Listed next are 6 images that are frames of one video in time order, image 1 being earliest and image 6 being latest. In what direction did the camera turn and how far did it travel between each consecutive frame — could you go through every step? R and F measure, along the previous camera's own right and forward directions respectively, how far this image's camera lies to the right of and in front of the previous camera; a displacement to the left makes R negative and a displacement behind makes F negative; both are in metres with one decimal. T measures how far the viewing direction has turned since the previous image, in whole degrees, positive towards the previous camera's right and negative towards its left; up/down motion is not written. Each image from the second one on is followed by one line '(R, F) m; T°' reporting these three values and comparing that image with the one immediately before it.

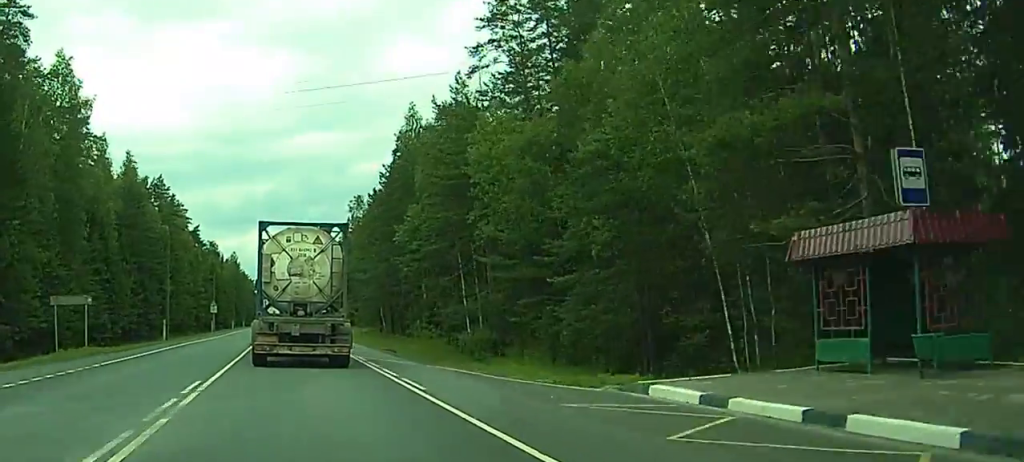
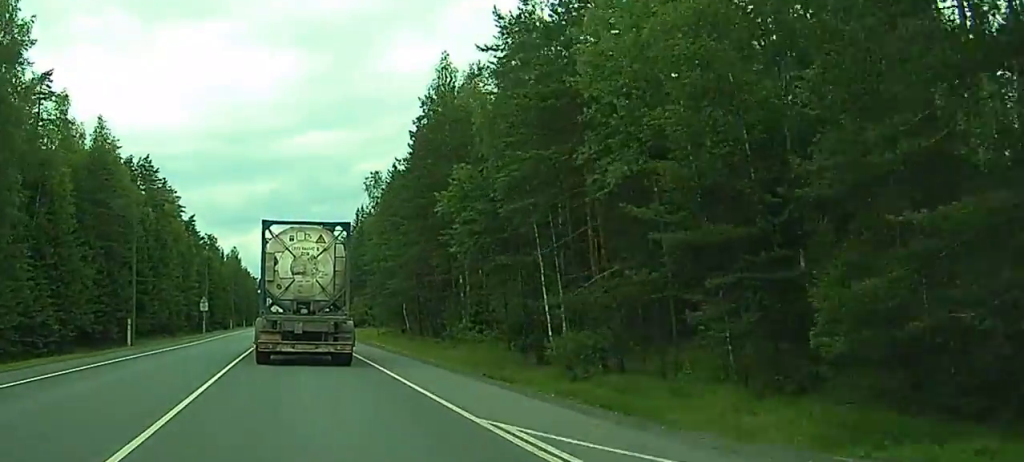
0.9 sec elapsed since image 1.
(+0.1, +20.5) m; 0°
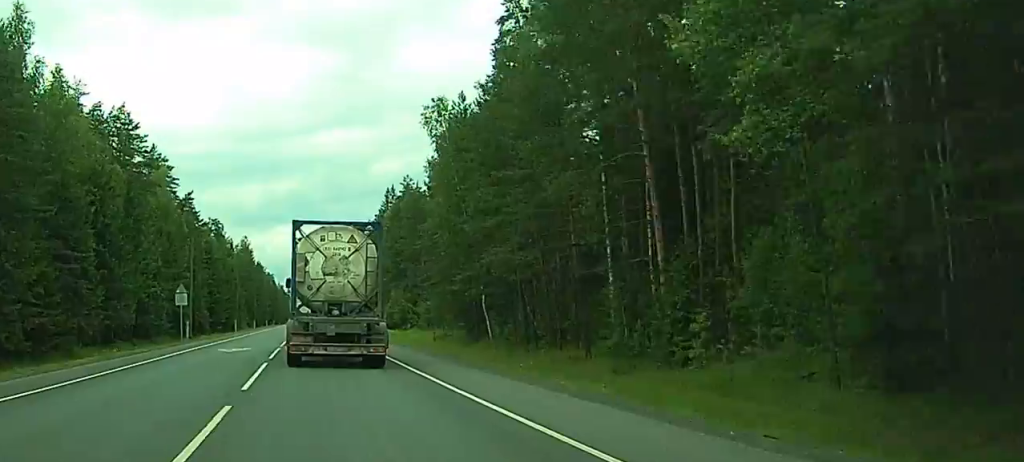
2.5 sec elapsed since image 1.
(-0.2, +35.6) m; -1°
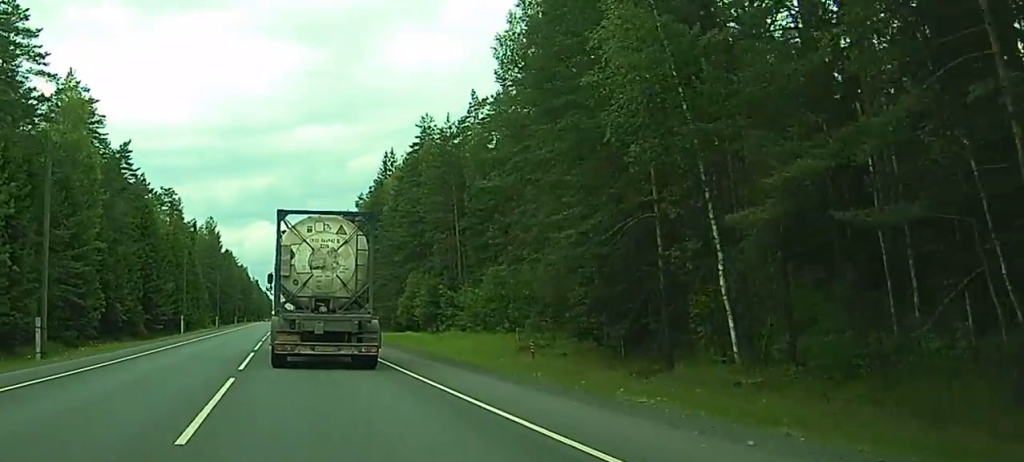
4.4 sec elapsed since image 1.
(-0.1, +42.4) m; 0°
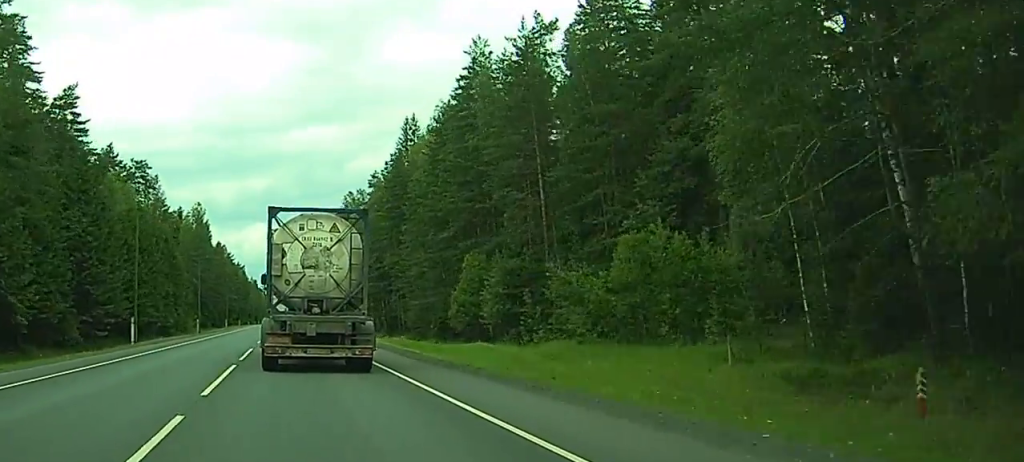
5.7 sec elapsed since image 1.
(+0.3, +30.5) m; +1°
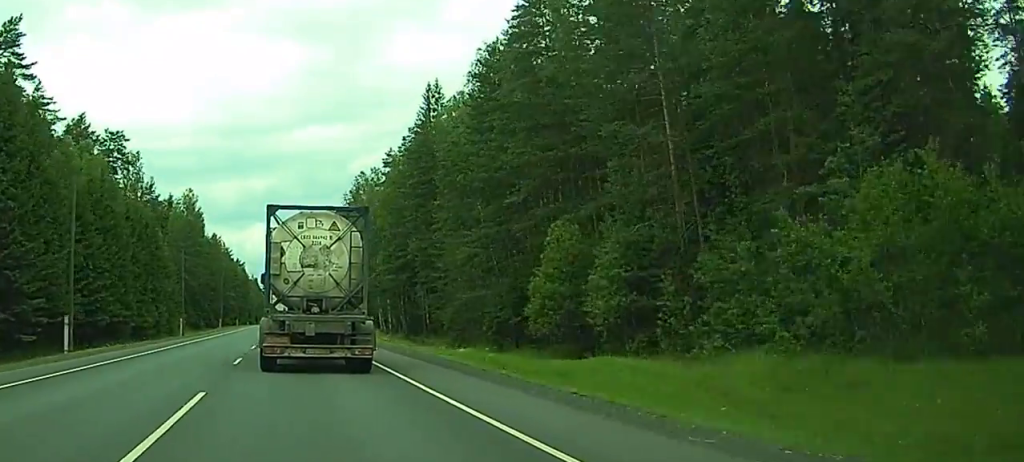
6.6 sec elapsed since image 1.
(+0.1, +20.6) m; 0°
